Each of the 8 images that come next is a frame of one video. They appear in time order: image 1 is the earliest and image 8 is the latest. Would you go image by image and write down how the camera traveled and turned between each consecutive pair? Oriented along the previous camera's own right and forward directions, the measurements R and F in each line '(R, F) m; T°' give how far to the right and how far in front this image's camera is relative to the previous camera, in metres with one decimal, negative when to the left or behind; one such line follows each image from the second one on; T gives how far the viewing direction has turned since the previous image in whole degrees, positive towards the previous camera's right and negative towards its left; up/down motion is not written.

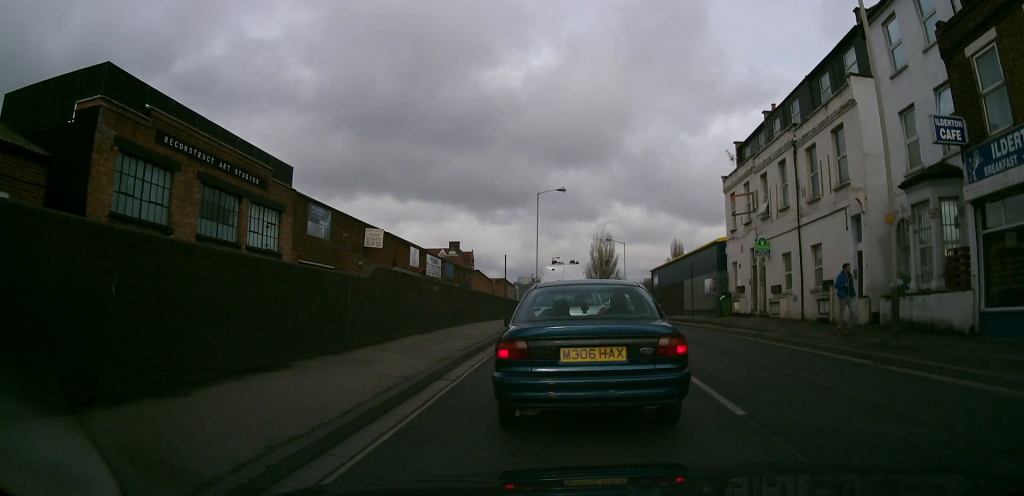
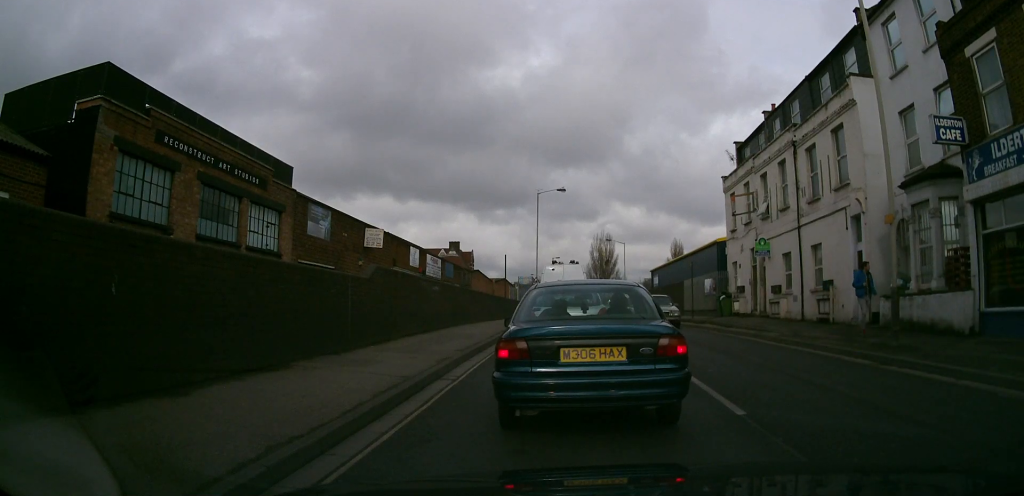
(0.0, 0.0) m; 0°
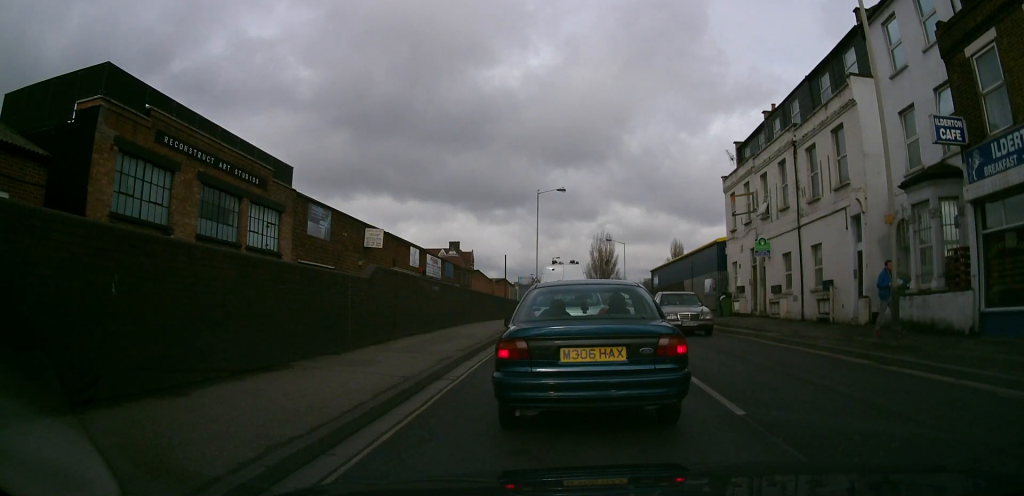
(0.0, 0.0) m; 0°
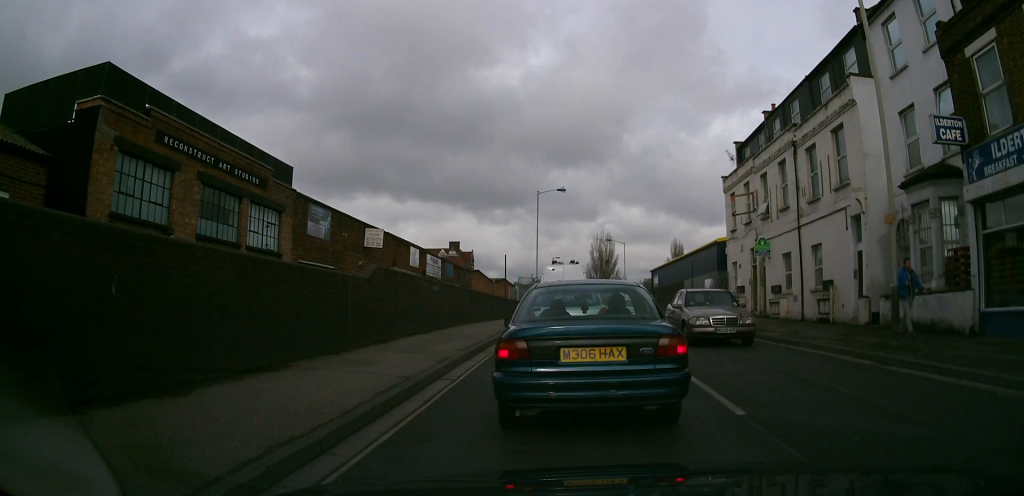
(0.0, 0.0) m; 0°
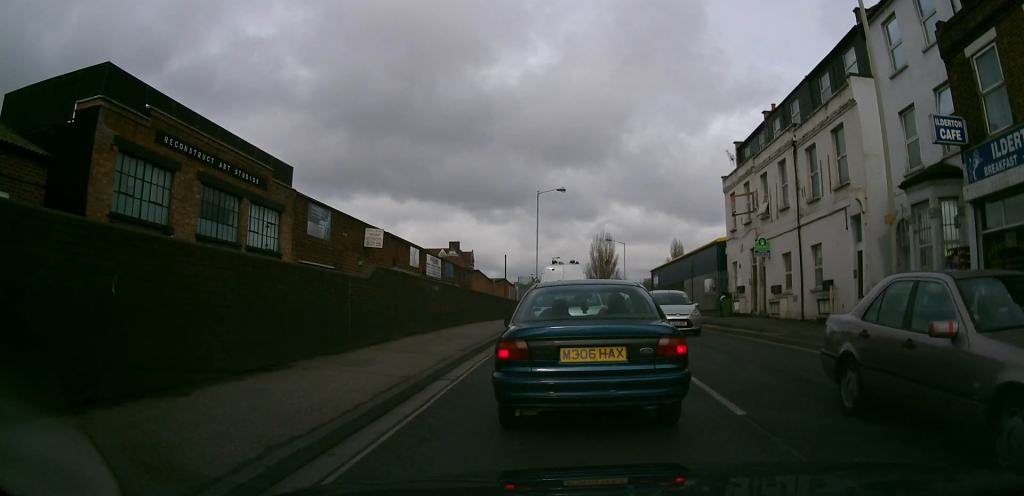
(0.0, 0.0) m; 0°
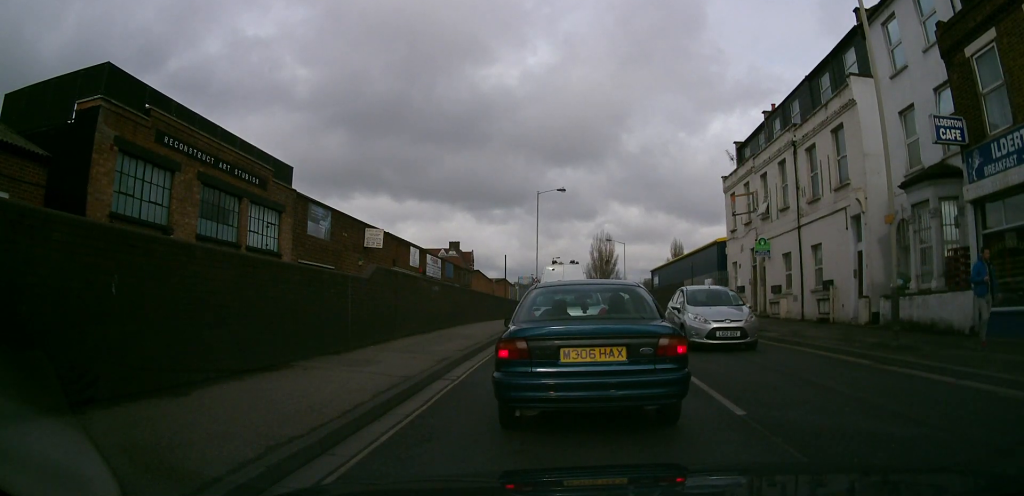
(0.0, 0.0) m; 0°
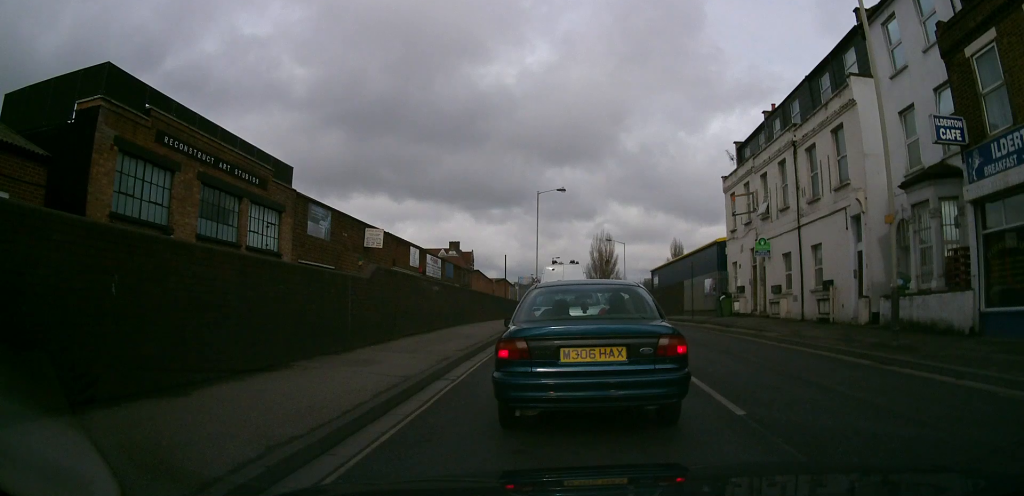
(0.0, 0.0) m; 0°
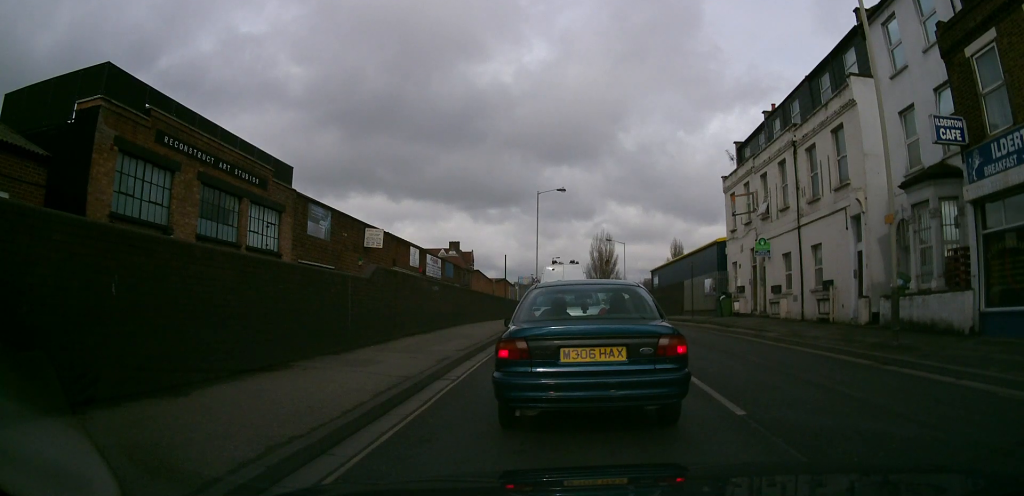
(0.0, 0.0) m; 0°
